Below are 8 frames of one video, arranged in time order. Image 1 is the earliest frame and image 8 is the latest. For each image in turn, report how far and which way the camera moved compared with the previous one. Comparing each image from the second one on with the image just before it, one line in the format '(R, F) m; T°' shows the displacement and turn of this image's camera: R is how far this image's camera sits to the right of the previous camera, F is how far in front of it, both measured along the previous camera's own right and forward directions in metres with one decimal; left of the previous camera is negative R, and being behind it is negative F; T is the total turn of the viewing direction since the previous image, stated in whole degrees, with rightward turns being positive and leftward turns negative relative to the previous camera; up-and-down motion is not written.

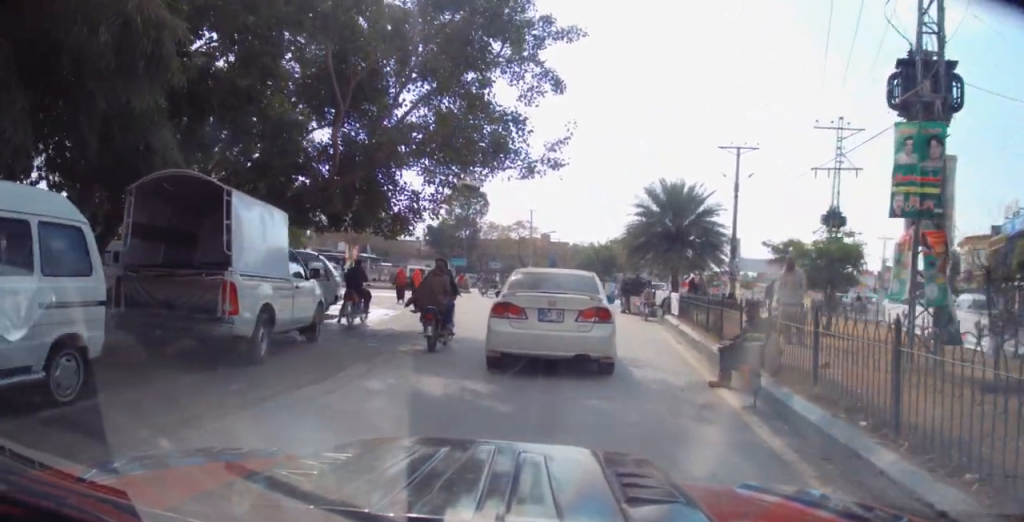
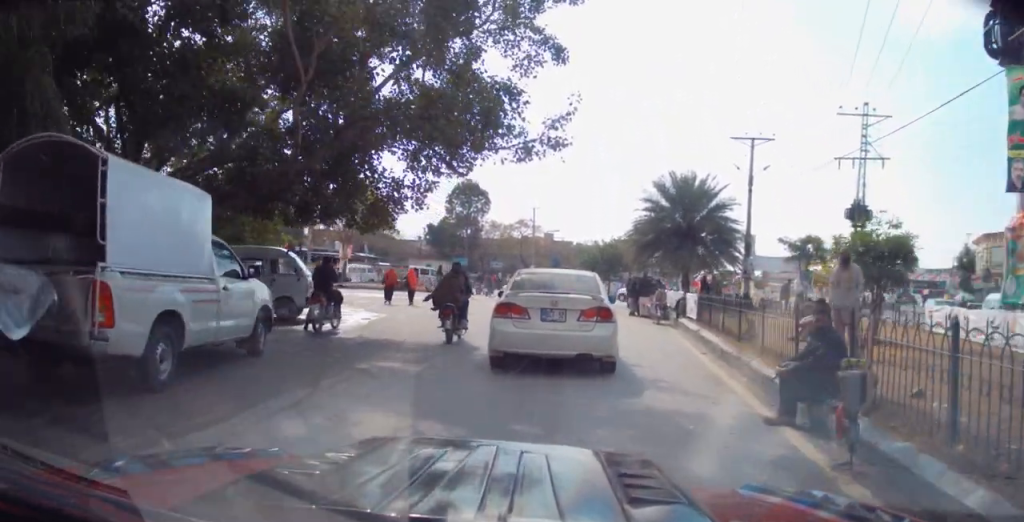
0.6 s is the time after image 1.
(0.0, +2.4) m; +1°
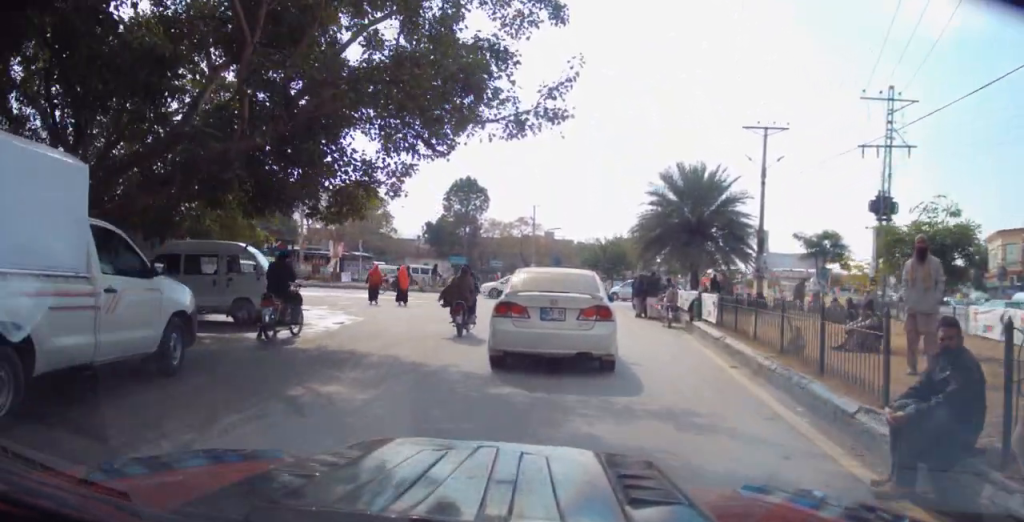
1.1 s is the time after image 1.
(0.0, +2.2) m; +1°
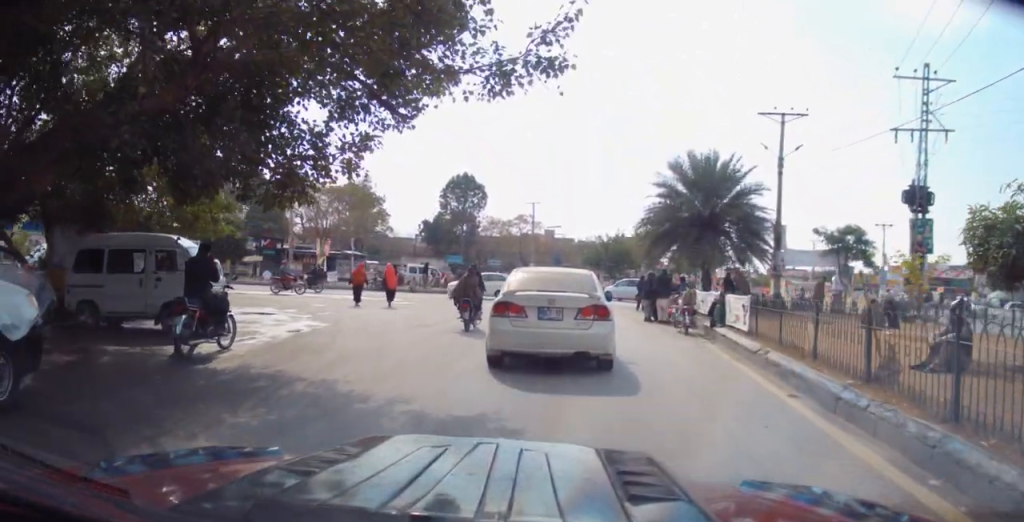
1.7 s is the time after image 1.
(+0.1, +2.8) m; -2°
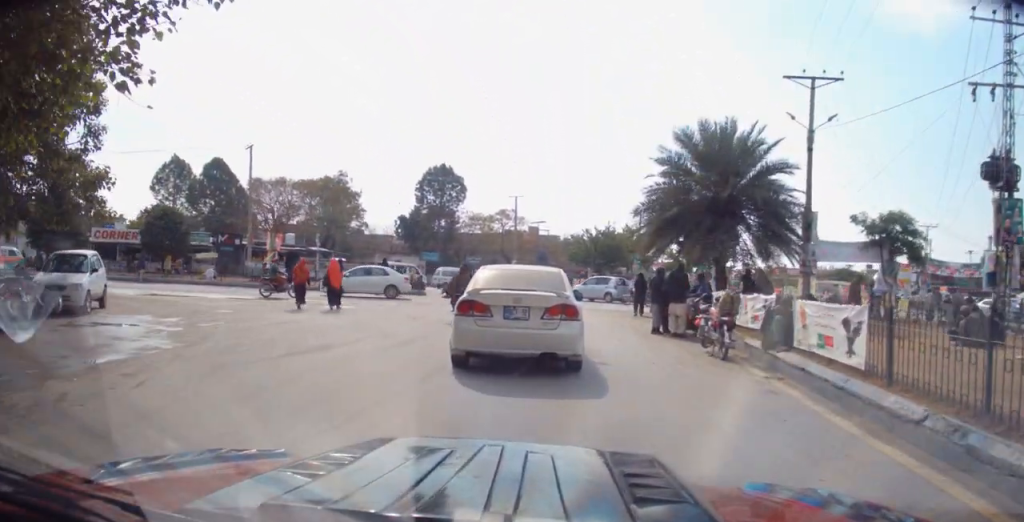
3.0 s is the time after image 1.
(-0.4, +5.6) m; -1°
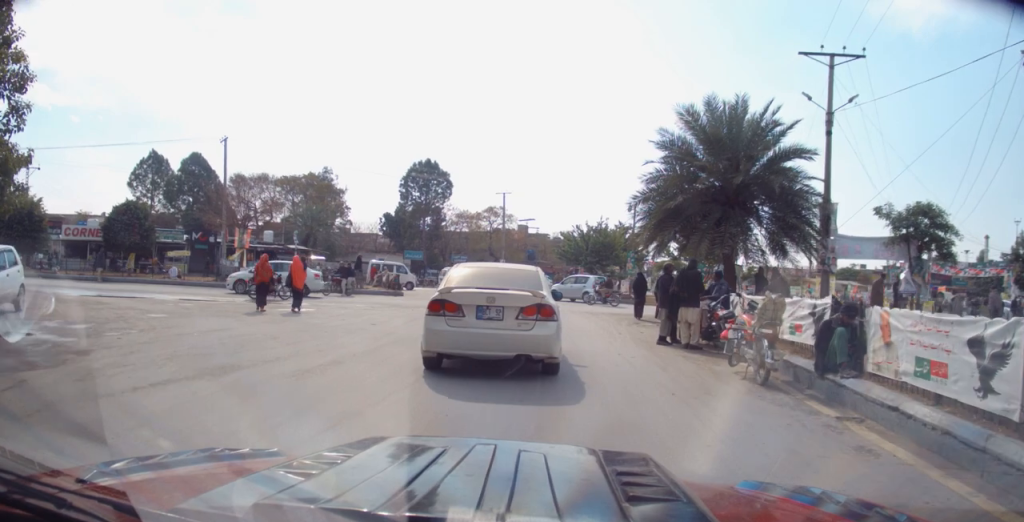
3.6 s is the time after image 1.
(+0.2, +2.8) m; 0°
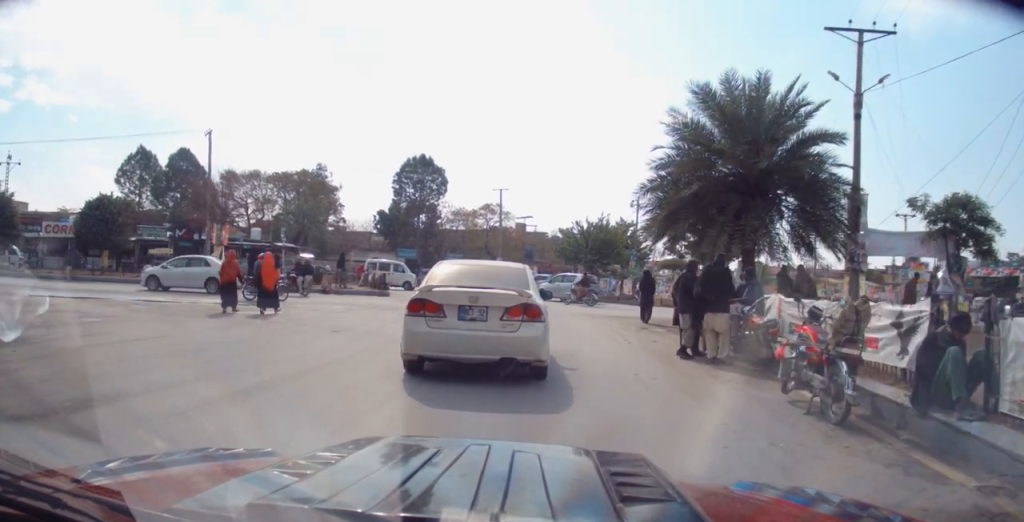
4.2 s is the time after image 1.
(+0.1, +2.3) m; -1°
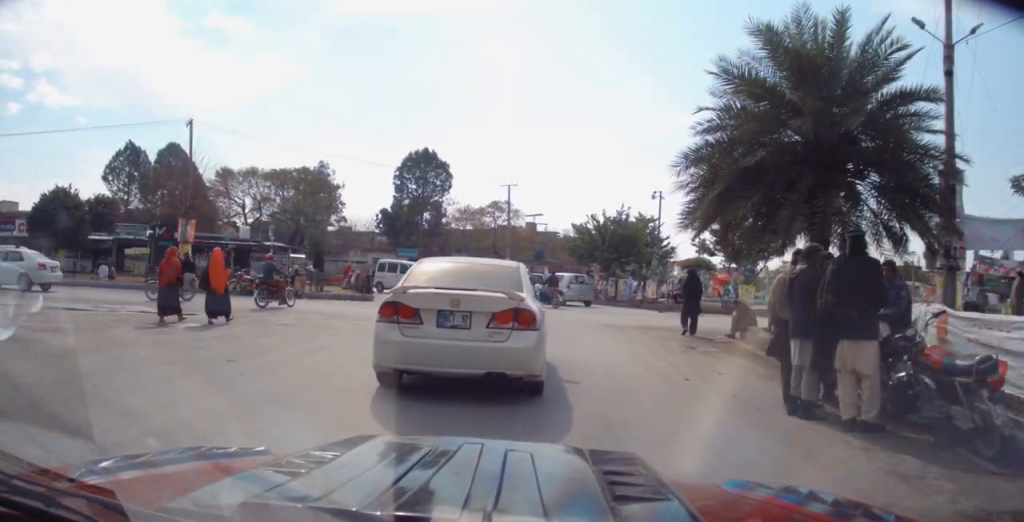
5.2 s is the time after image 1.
(-0.4, +4.8) m; -3°
